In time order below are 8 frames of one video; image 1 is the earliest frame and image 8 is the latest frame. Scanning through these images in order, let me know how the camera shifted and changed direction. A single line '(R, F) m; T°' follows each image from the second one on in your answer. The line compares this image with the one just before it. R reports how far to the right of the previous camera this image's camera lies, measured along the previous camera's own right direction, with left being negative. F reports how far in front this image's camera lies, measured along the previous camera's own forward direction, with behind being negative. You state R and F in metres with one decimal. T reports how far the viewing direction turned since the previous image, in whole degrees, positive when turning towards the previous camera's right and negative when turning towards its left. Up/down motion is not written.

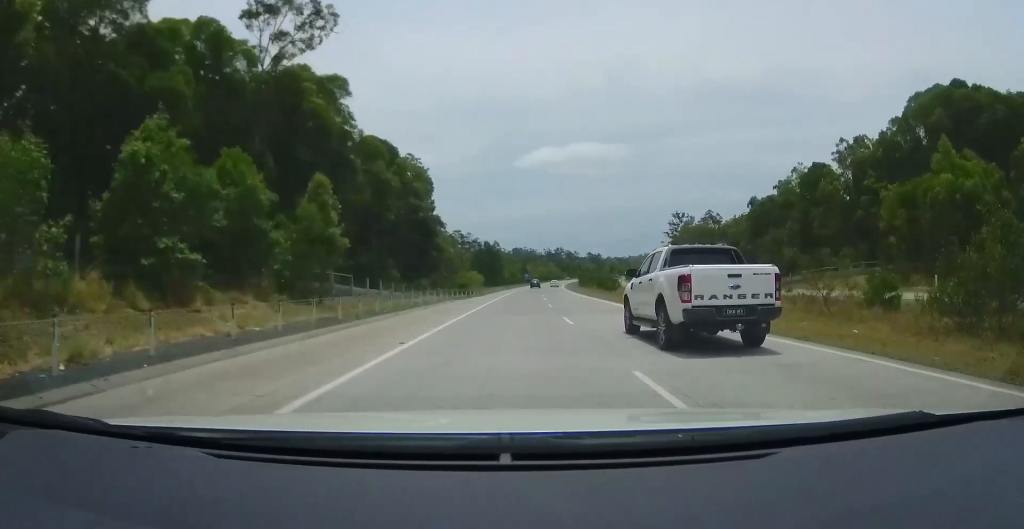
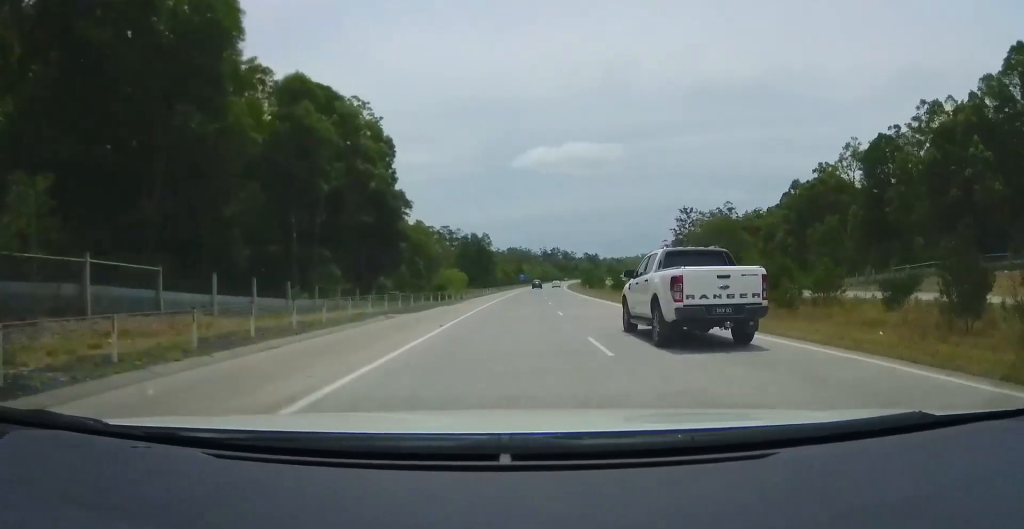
(+0.2, +19.1) m; 0°
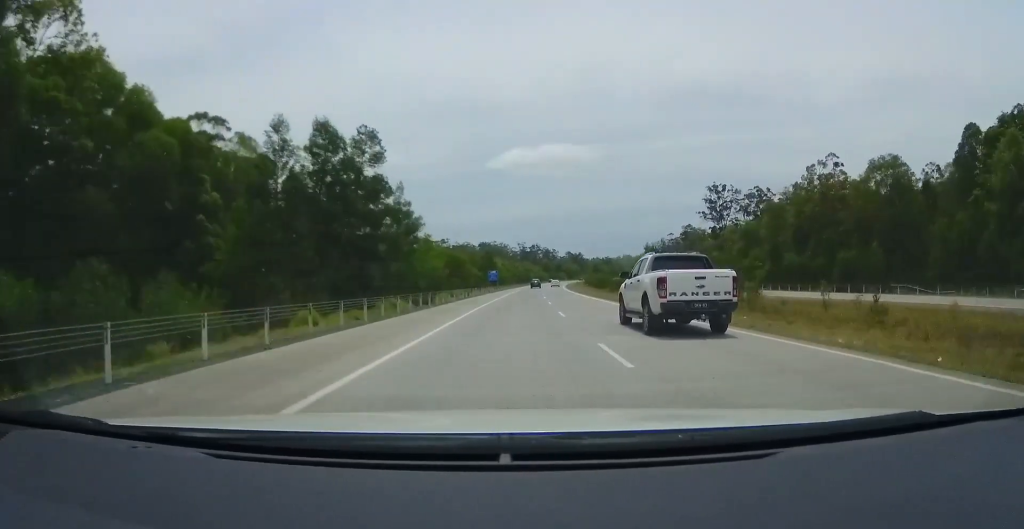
(+0.5, +61.0) m; +2°
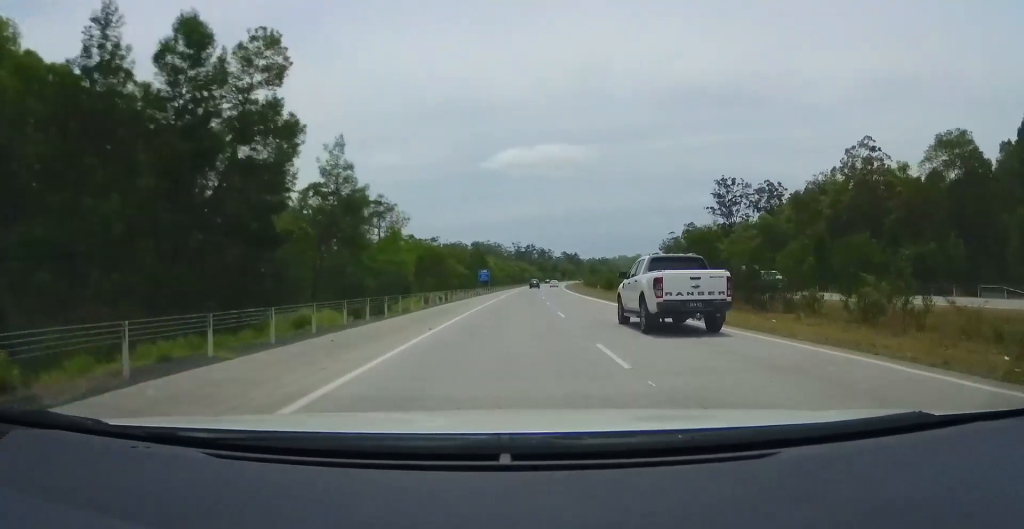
(+0.2, +12.0) m; +1°
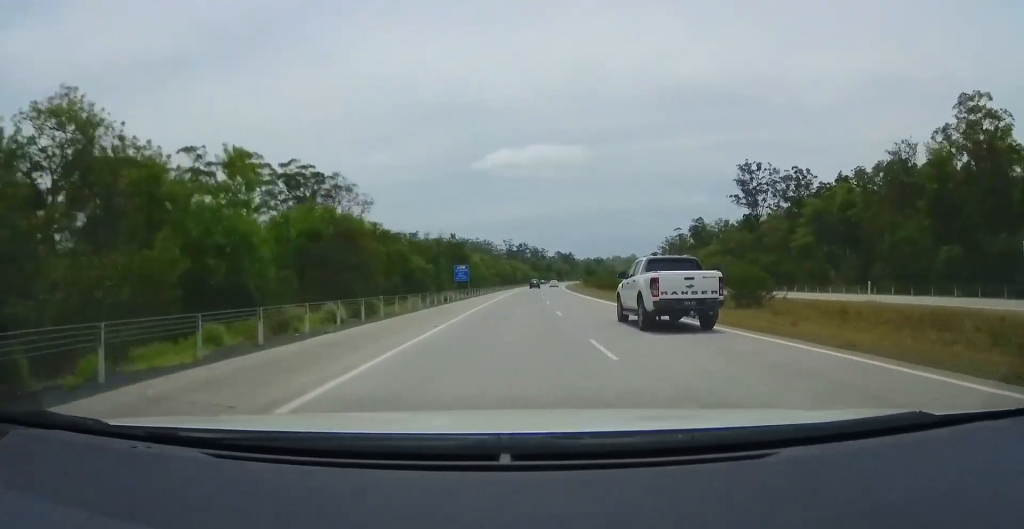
(+0.1, +22.8) m; +1°
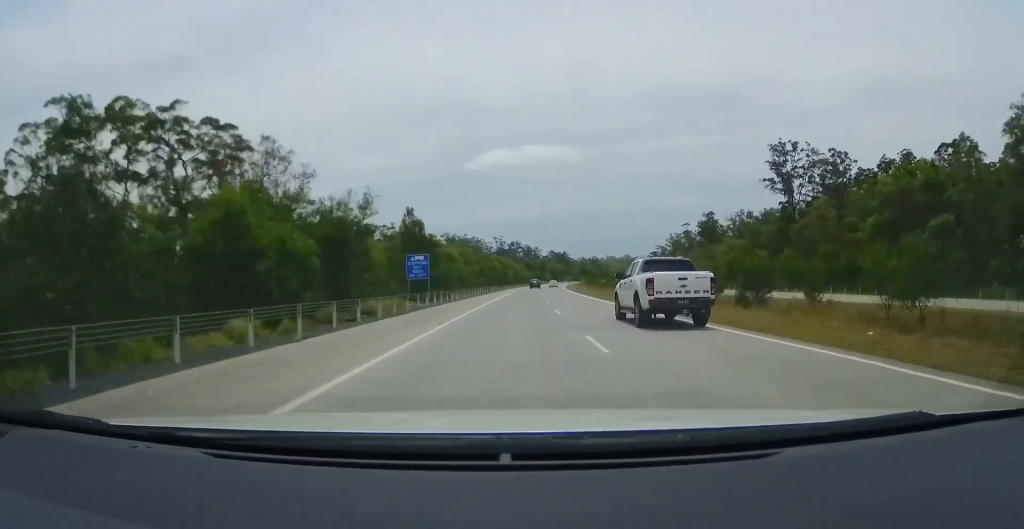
(+0.1, +22.8) m; +1°
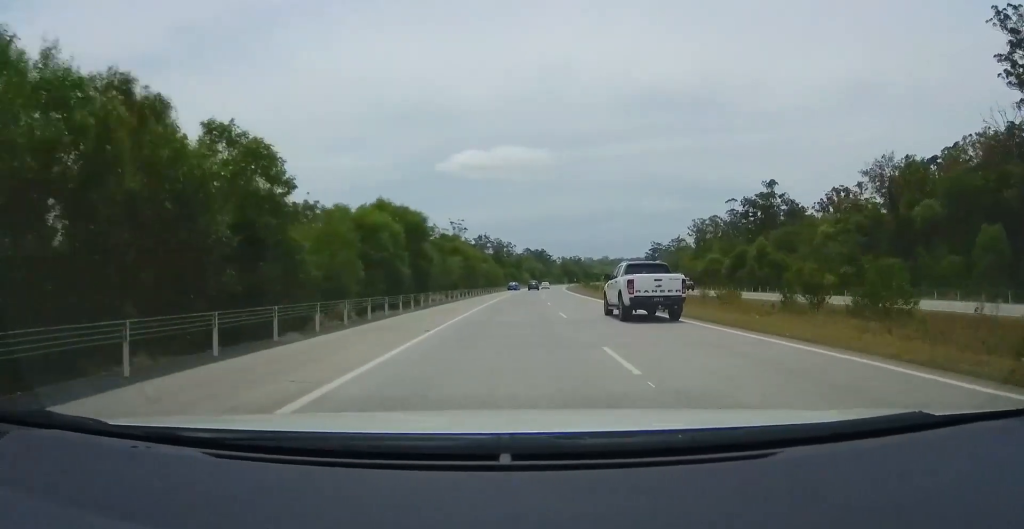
(+2.4, +74.4) m; +3°
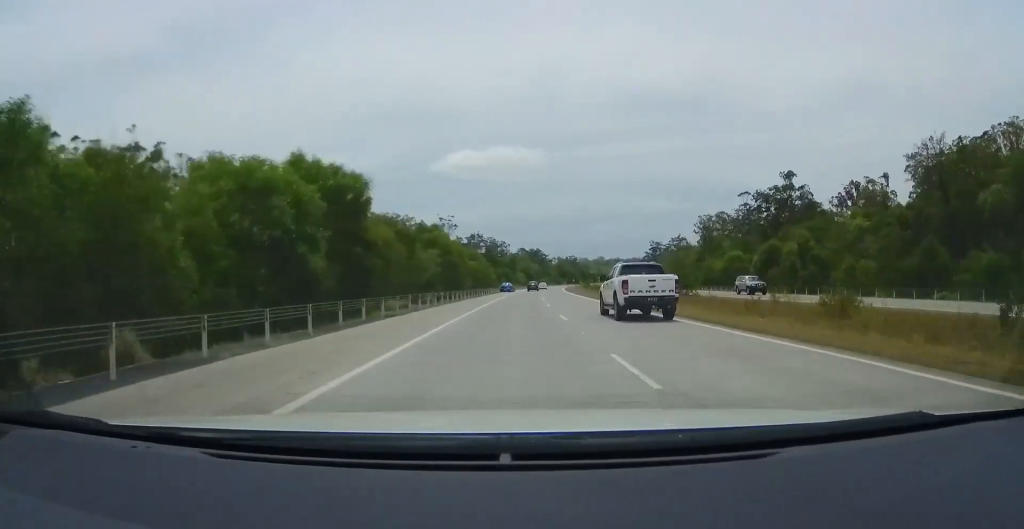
(0.0, +13.2) m; 0°
